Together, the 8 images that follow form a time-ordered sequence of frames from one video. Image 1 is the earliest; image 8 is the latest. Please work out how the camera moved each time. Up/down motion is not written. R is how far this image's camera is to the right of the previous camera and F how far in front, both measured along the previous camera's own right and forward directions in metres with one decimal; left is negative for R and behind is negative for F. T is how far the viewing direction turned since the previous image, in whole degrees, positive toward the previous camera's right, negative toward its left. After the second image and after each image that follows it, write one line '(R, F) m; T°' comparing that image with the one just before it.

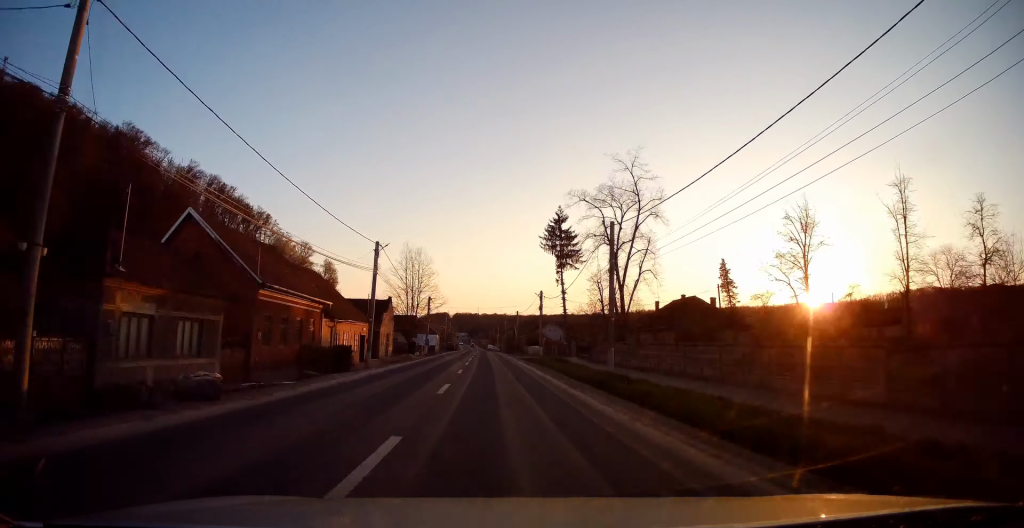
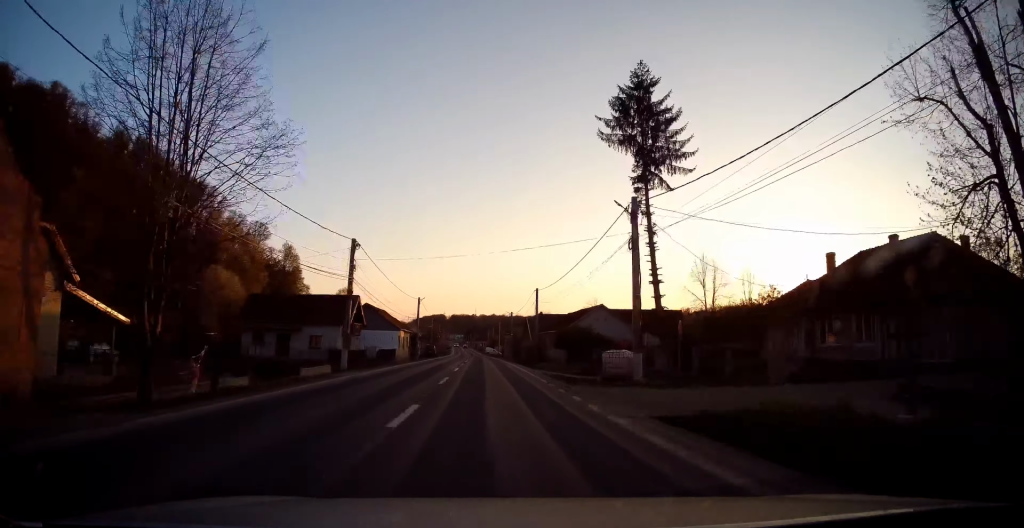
(0.0, +42.1) m; -1°
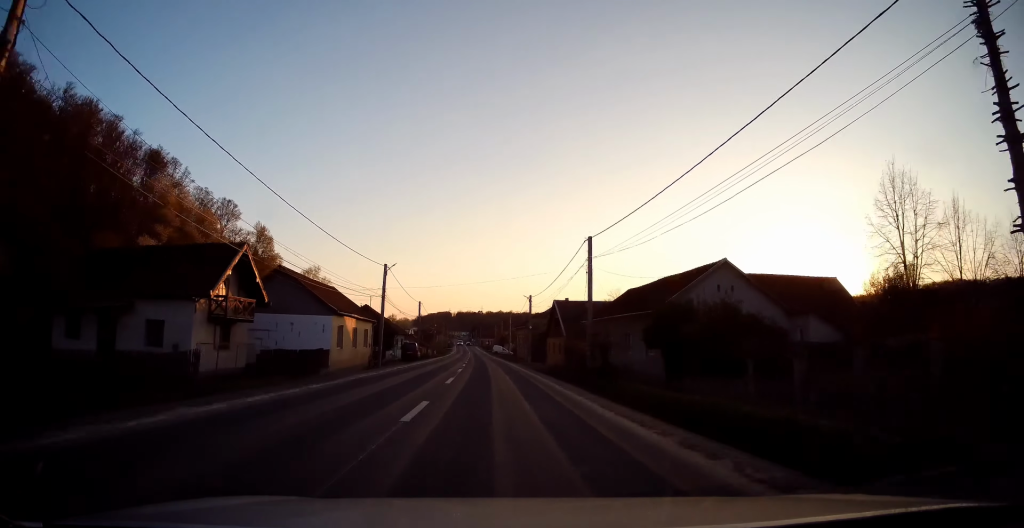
(0.0, +27.0) m; 0°
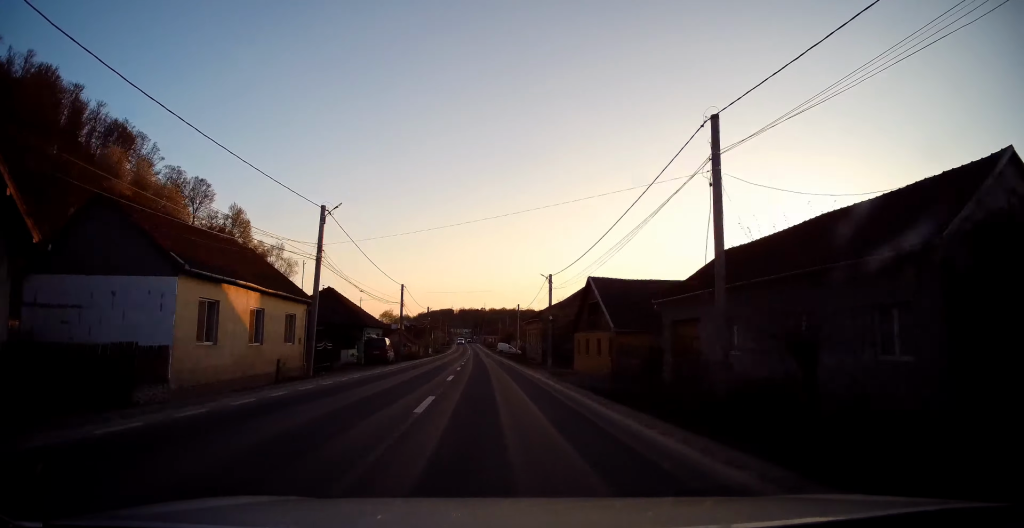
(+0.1, +17.4) m; 0°
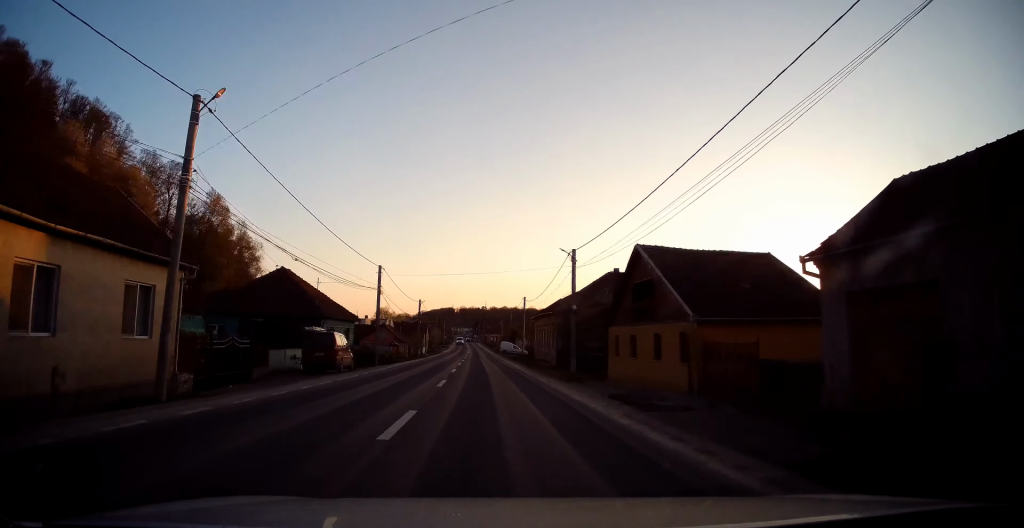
(0.0, +12.1) m; 0°
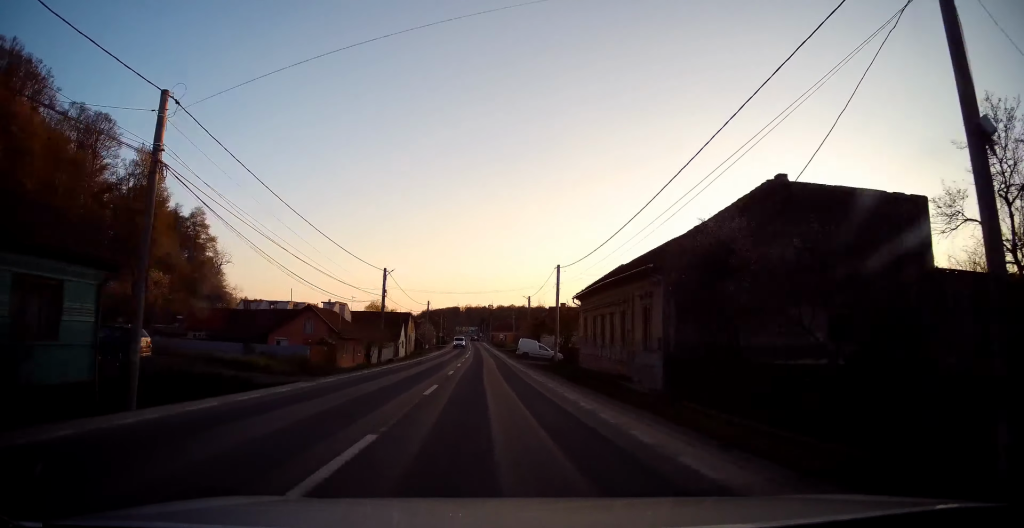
(0.0, +30.4) m; -1°
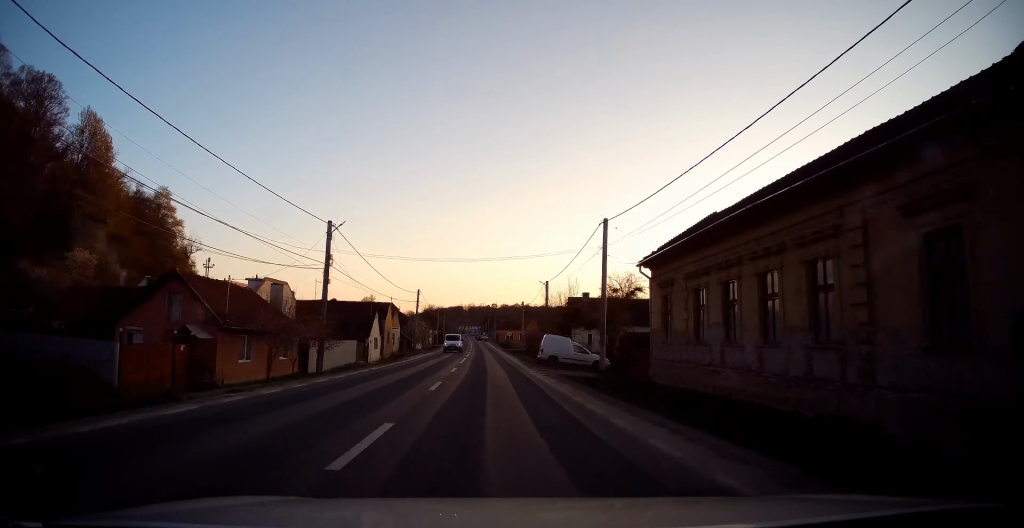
(-0.2, +17.6) m; 0°
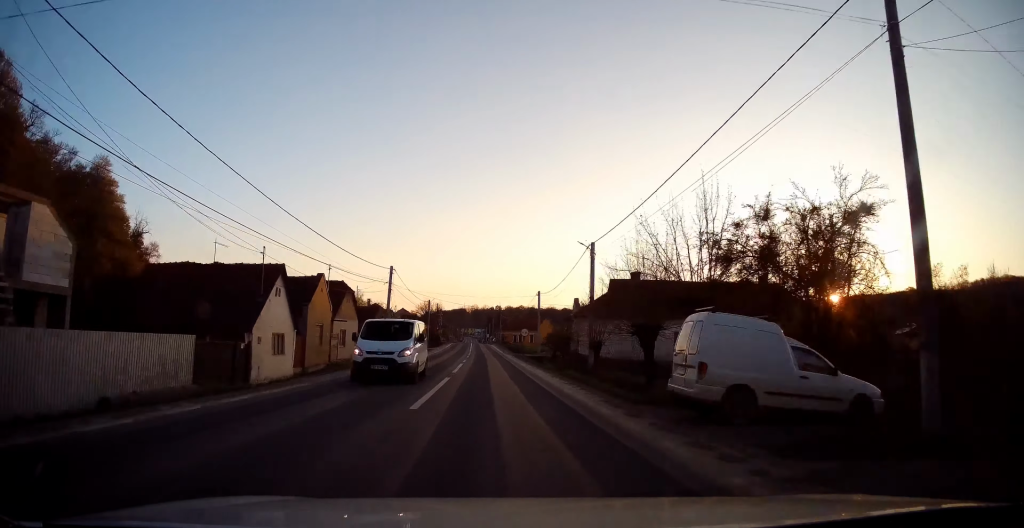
(-0.1, +22.9) m; 0°
